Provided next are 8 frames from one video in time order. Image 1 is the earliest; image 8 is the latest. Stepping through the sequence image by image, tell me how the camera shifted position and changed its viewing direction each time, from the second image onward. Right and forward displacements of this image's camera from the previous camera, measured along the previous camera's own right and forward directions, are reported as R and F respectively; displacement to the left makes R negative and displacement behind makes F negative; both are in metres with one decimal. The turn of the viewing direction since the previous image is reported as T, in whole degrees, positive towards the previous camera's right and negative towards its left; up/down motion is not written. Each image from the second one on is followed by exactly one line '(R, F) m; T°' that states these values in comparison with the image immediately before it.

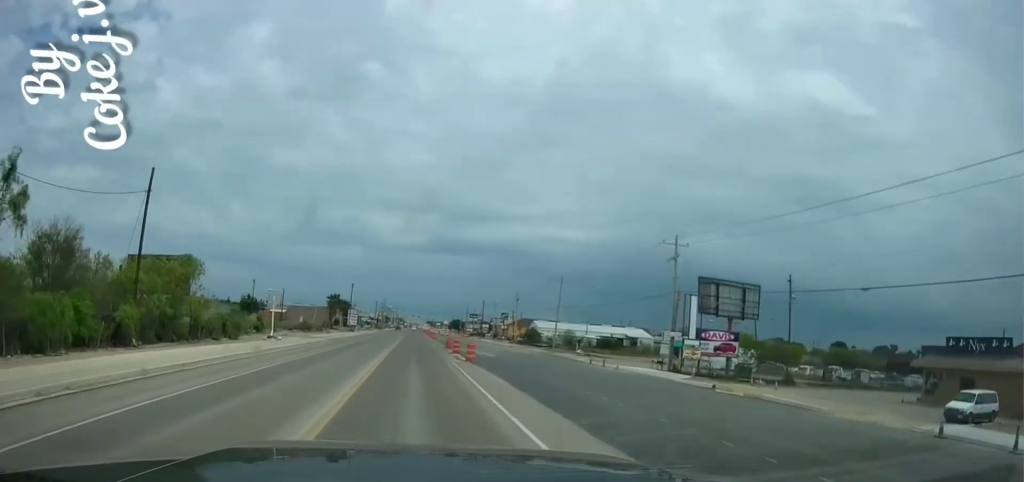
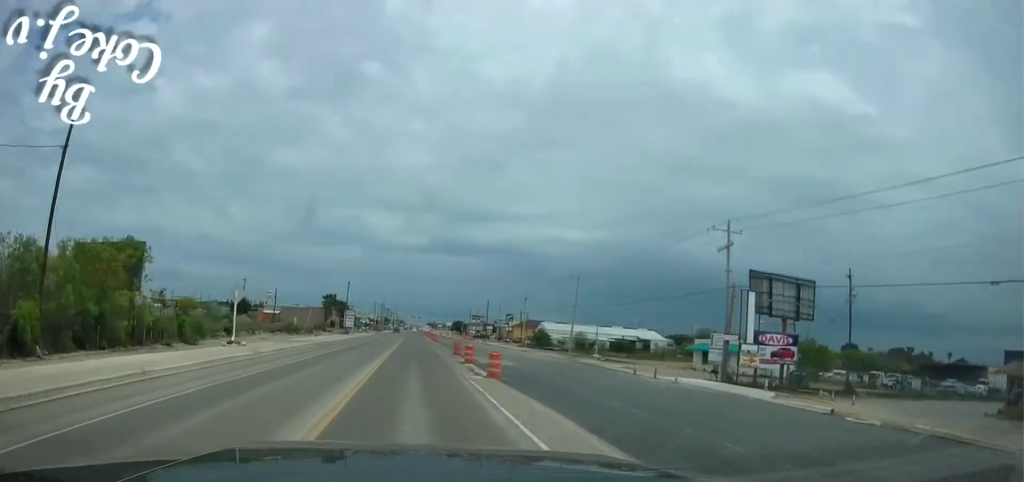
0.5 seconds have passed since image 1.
(0.0, +9.5) m; 0°
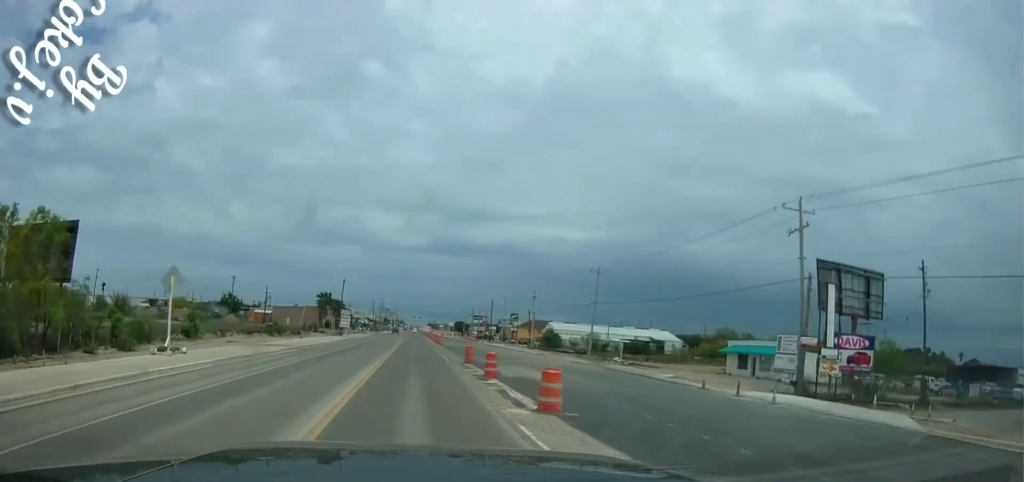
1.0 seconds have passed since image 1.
(0.0, +9.4) m; 0°
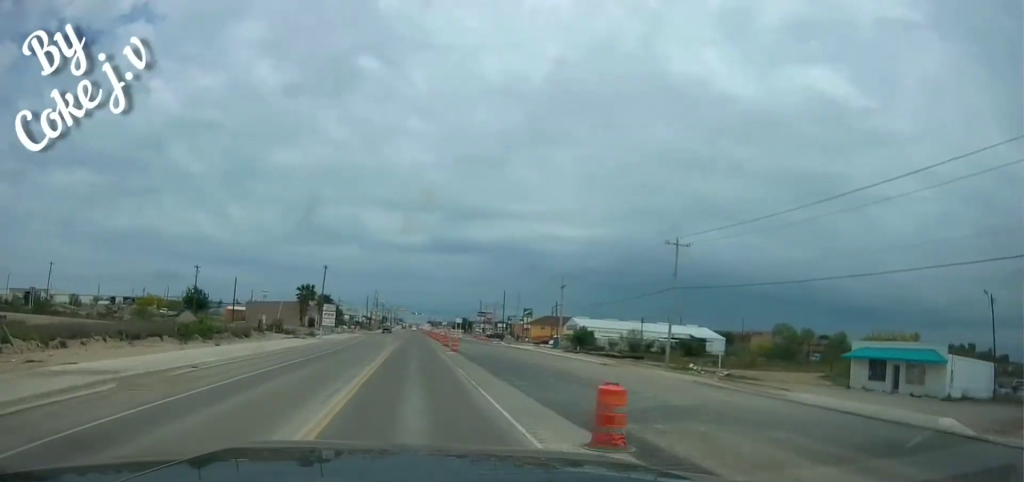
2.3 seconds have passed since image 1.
(-0.2, +23.8) m; -2°
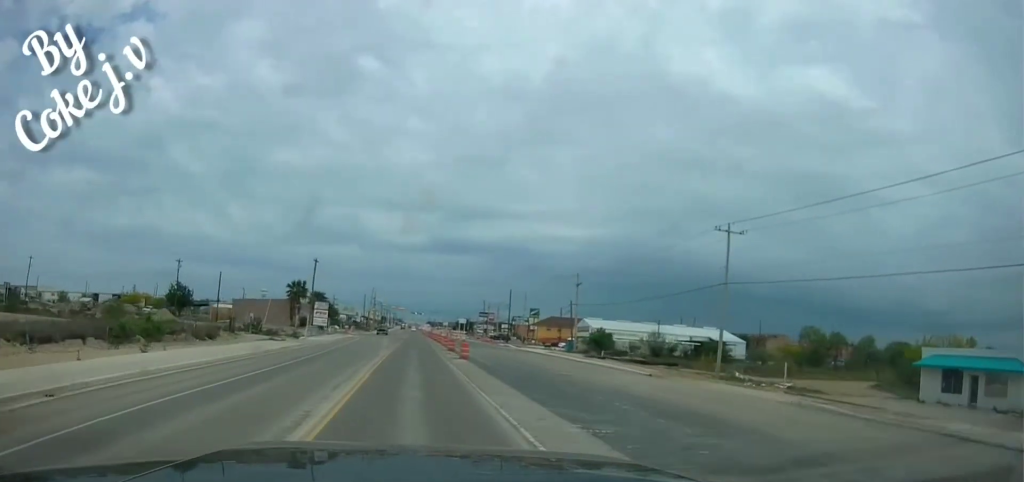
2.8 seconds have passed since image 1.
(-0.3, +8.7) m; 0°
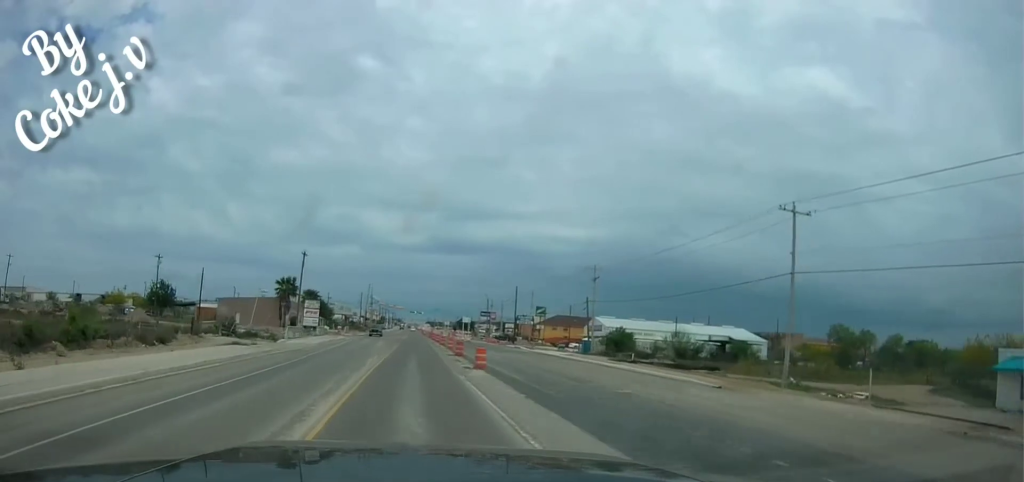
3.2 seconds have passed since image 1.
(-0.1, +8.7) m; 0°
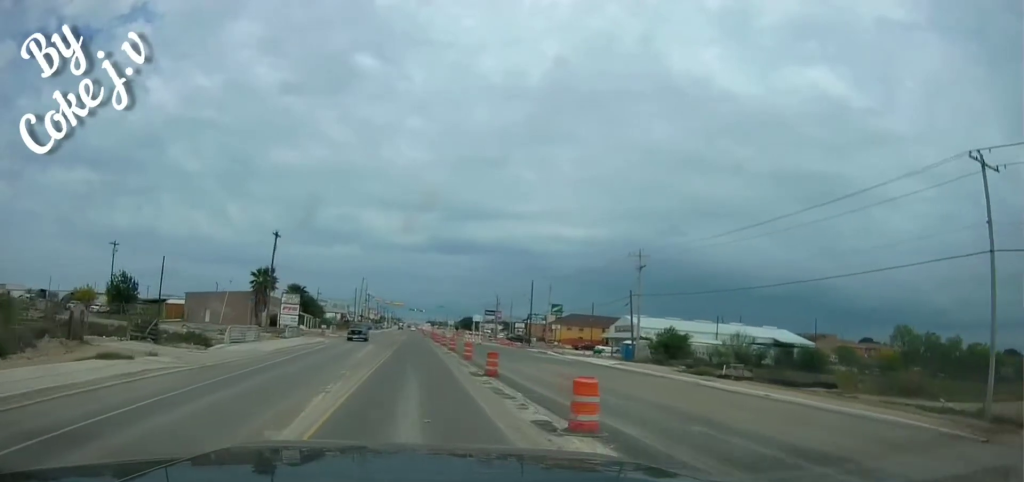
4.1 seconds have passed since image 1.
(+0.4, +16.4) m; +1°
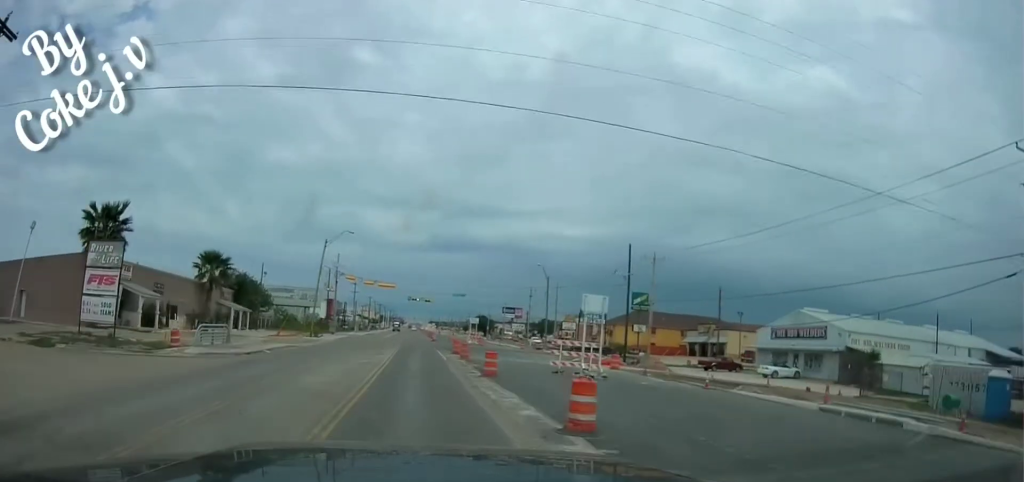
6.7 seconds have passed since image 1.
(0.0, +48.8) m; 0°
